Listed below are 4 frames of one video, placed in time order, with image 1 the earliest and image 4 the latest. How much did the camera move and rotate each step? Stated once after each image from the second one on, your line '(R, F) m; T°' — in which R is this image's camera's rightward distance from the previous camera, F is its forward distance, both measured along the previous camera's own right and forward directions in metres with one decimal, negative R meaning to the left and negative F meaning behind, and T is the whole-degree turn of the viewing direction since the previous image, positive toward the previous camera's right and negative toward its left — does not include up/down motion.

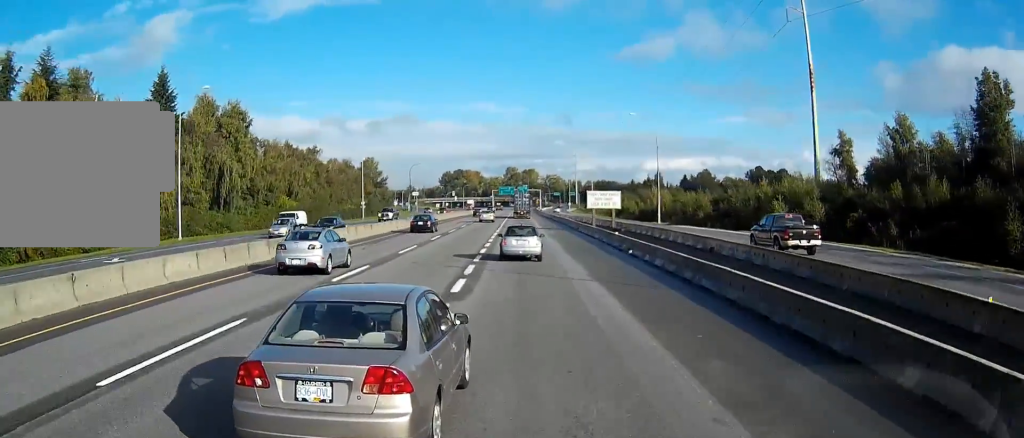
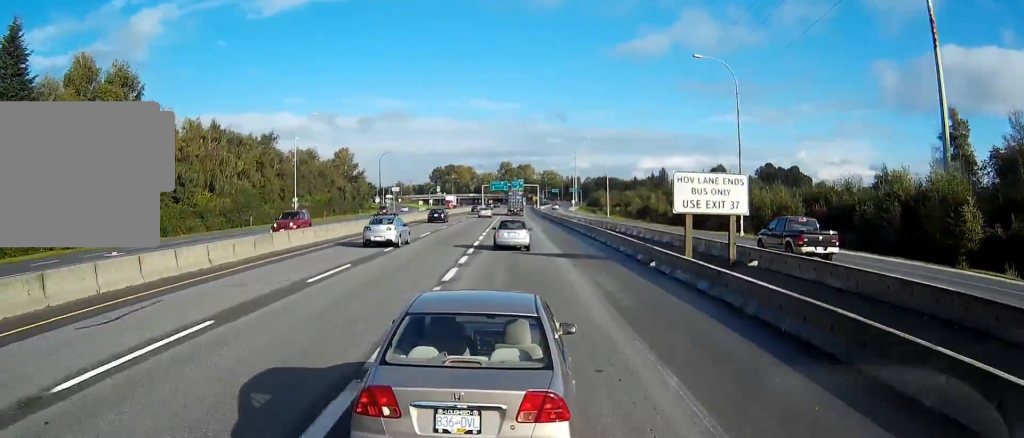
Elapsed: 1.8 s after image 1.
(0.0, +38.3) m; 0°
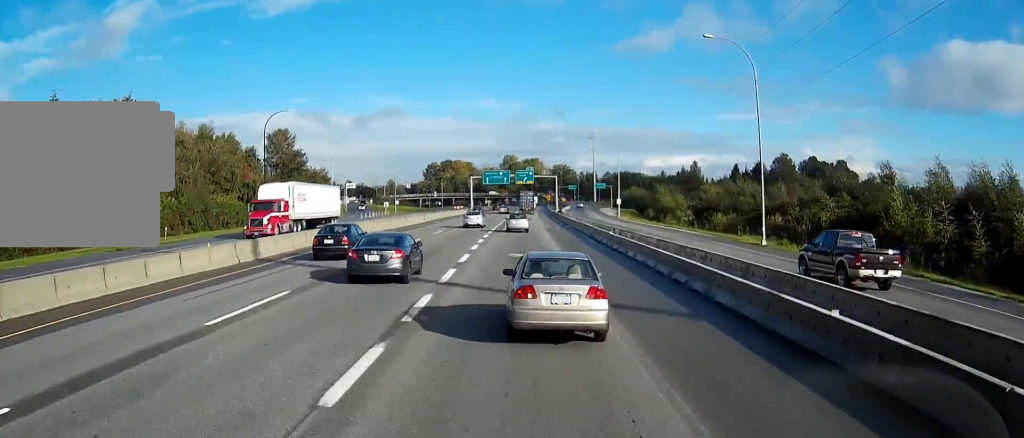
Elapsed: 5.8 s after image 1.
(-0.7, +84.7) m; 0°
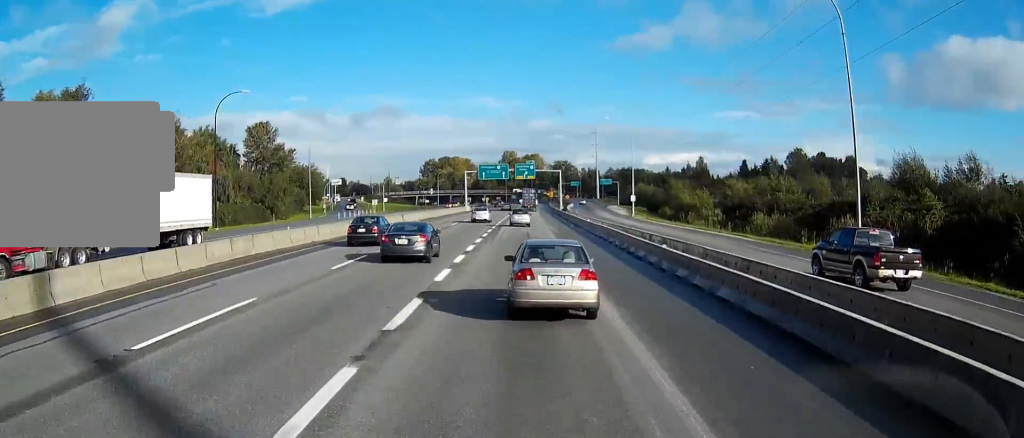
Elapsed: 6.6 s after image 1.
(0.0, +15.7) m; 0°
